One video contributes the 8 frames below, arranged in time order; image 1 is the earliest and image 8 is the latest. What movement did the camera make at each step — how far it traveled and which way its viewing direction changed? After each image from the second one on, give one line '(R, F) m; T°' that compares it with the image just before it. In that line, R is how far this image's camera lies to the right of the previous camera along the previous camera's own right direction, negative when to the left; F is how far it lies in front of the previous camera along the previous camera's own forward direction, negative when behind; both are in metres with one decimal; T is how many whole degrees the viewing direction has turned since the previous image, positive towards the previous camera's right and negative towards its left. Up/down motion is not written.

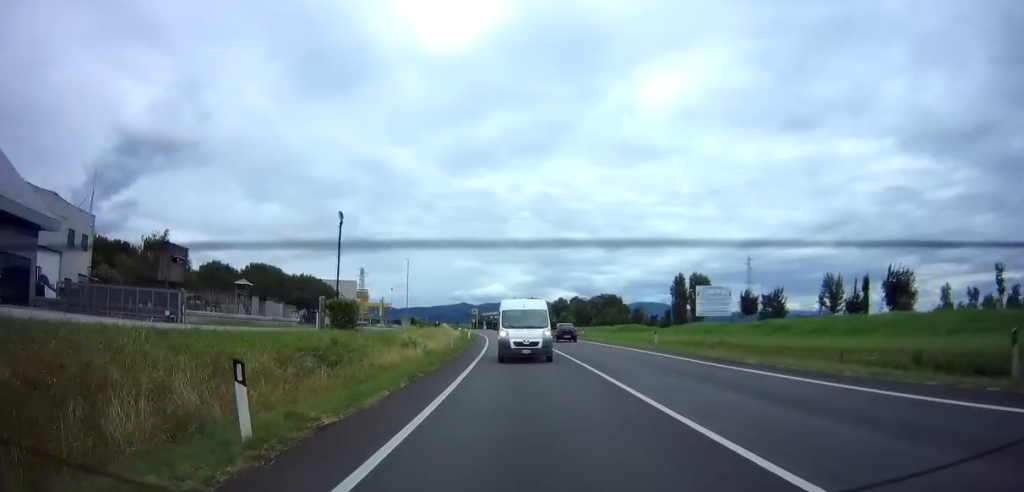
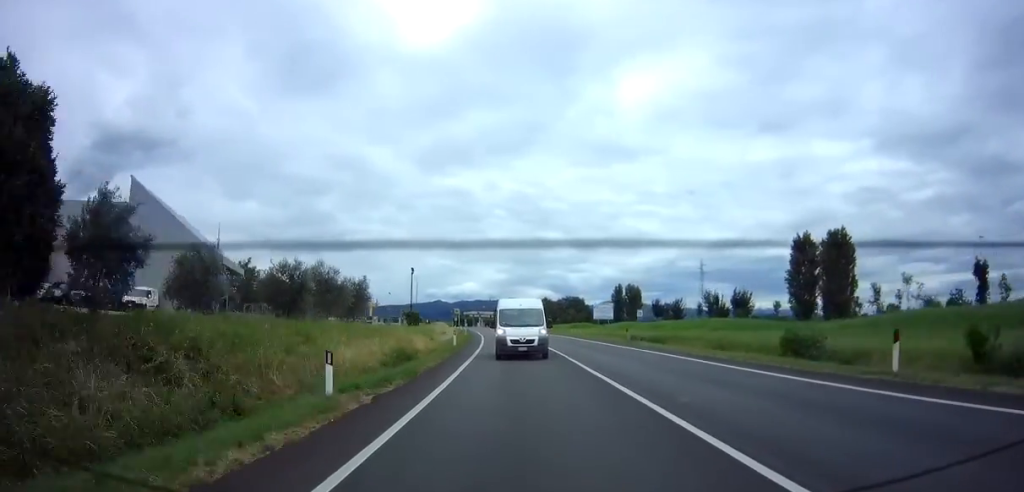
(+0.6, +28.9) m; +2°
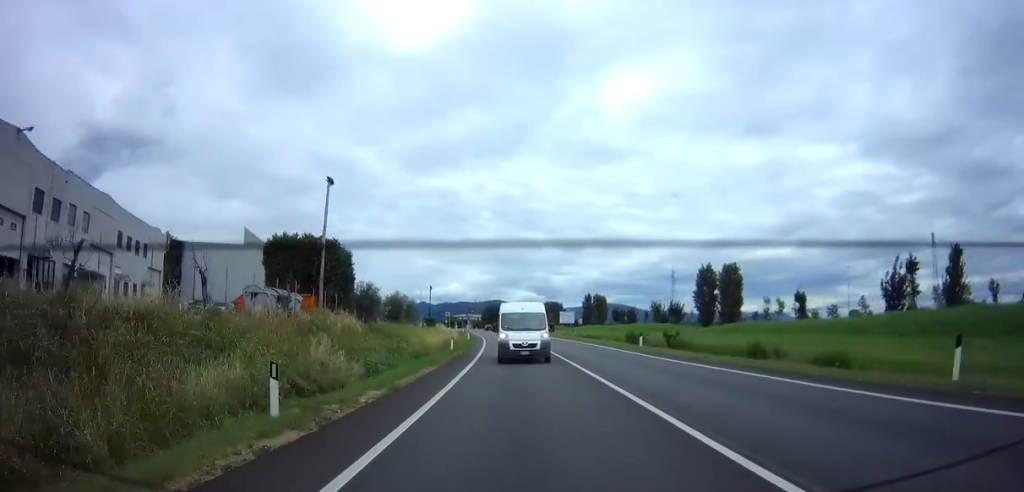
(+0.4, +22.3) m; +1°
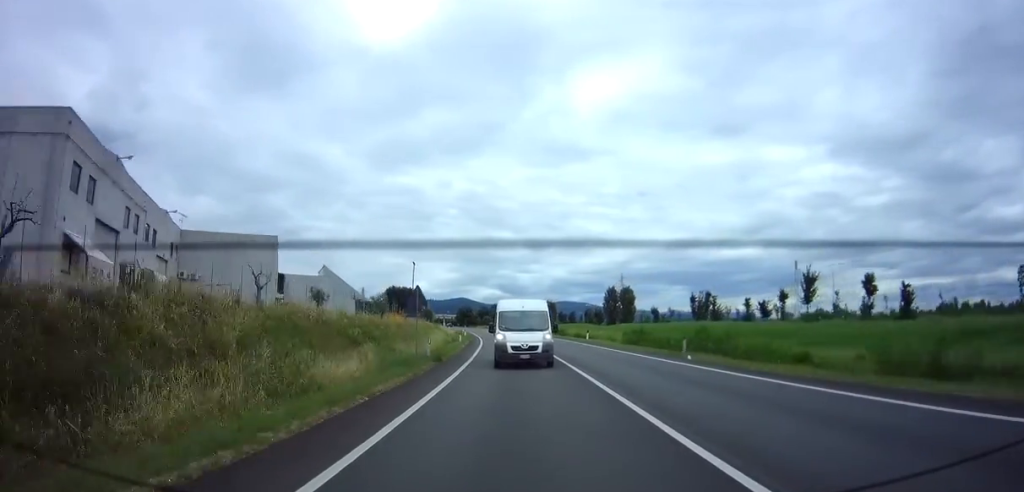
(+1.3, +41.0) m; +4°
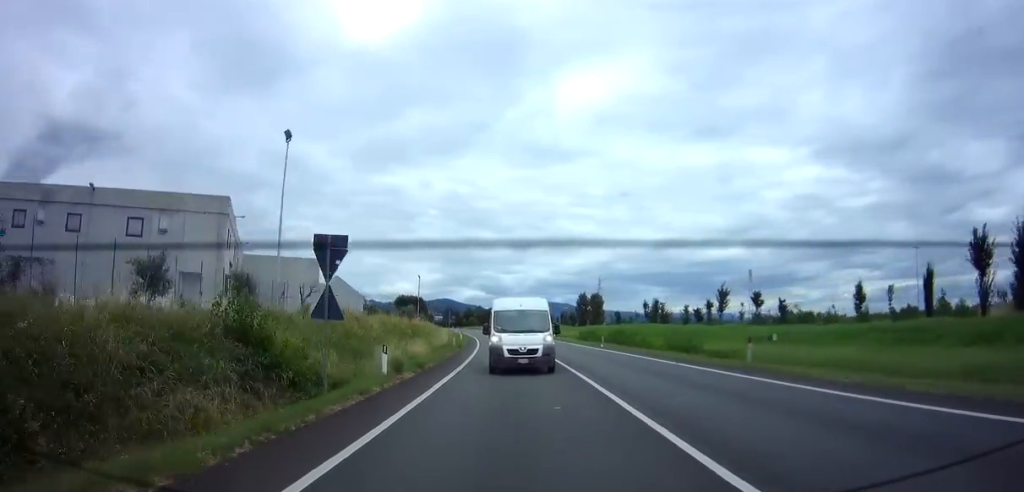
(+0.3, +17.3) m; +2°
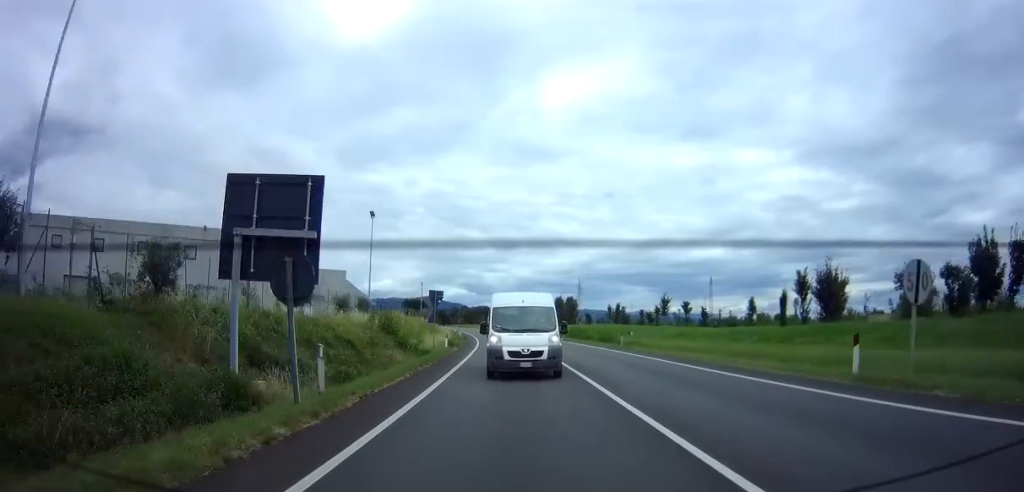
(+0.2, +18.4) m; +1°
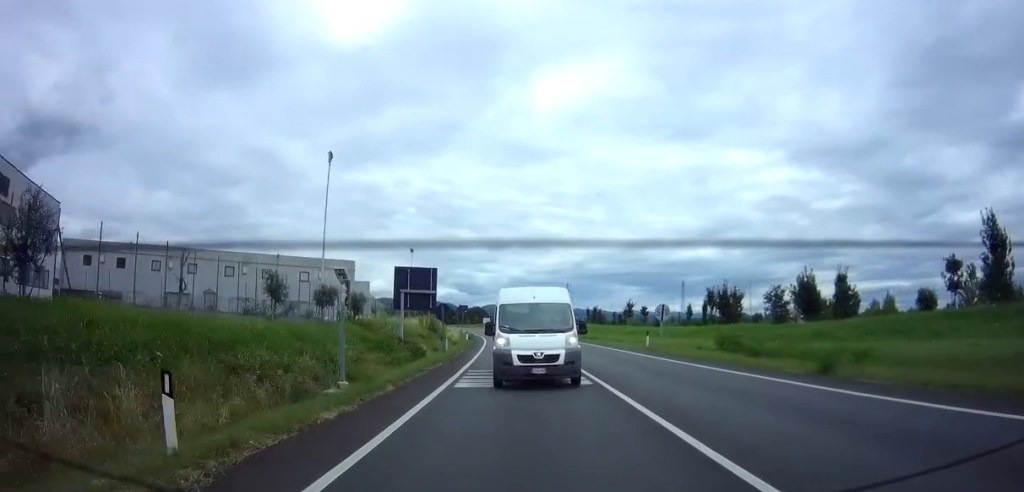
(+0.3, +19.7) m; +1°
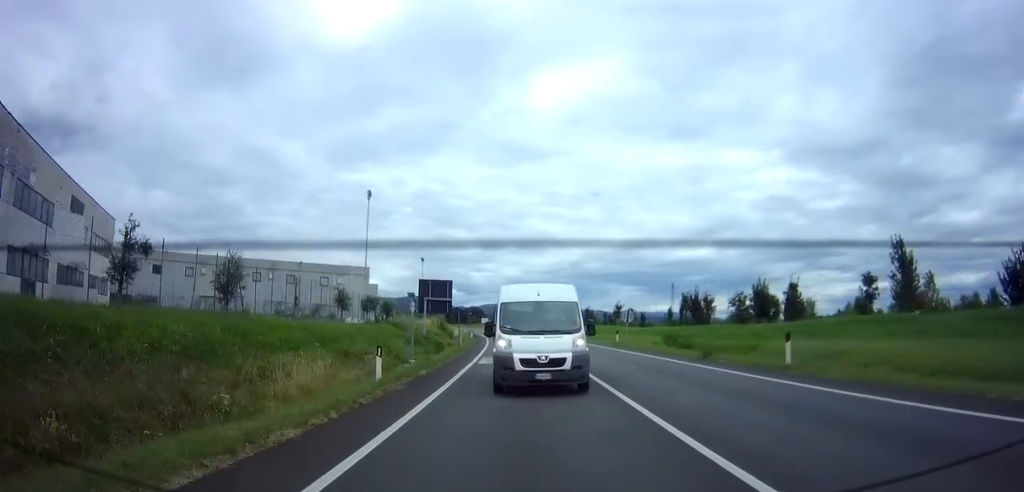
(+0.1, +9.5) m; 0°
